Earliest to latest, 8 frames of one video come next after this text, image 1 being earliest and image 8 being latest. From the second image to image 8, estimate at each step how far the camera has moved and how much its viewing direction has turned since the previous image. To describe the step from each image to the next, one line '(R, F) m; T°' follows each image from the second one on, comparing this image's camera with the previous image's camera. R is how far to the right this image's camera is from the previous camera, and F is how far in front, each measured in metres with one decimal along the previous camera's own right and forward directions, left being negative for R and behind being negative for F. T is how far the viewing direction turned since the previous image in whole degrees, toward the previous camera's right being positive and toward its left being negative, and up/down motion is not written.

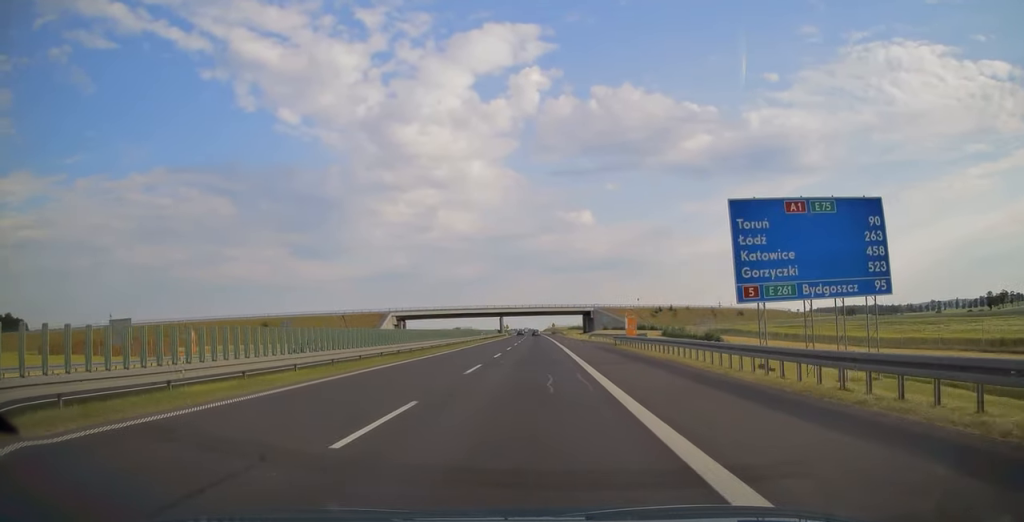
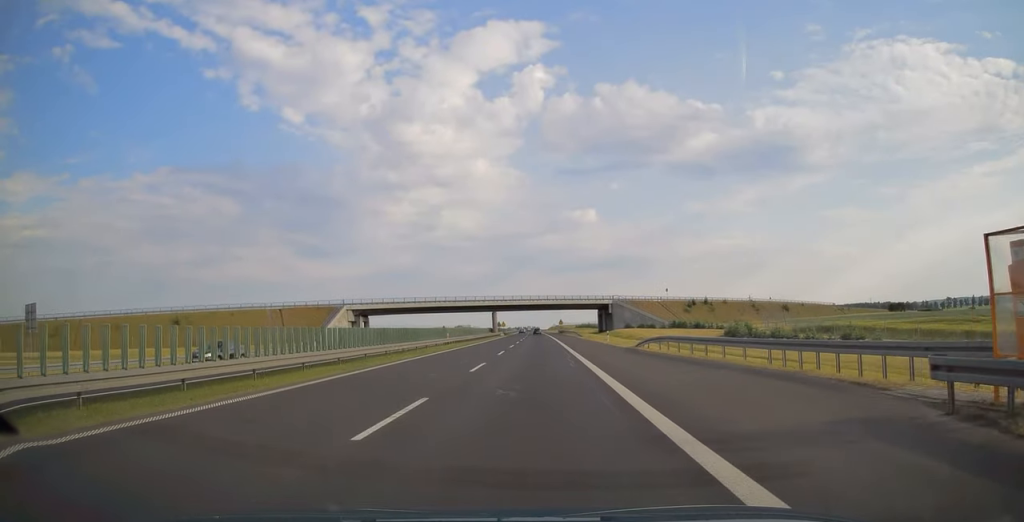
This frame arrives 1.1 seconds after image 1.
(-0.2, +35.5) m; -1°
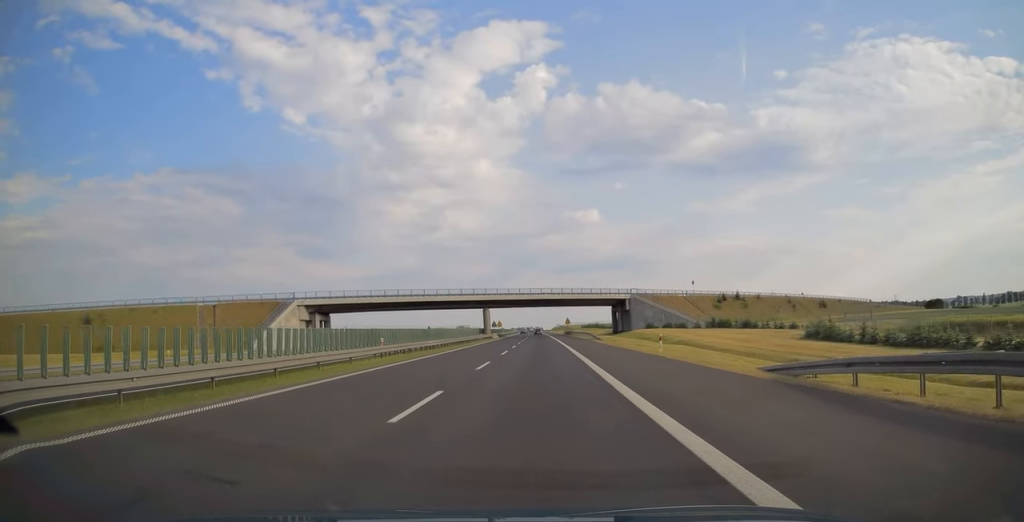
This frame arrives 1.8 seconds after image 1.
(0.0, +22.7) m; 0°
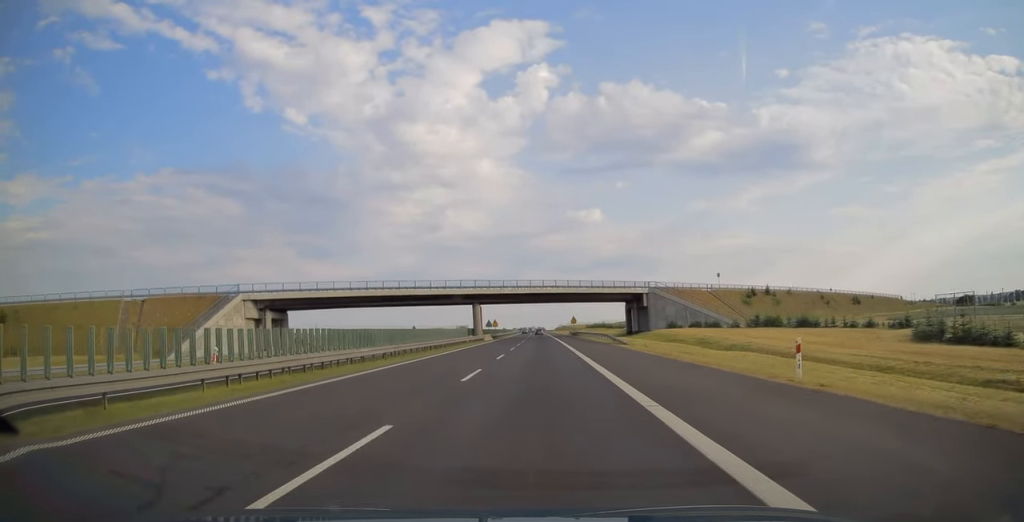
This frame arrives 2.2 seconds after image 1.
(-0.1, +16.6) m; 0°
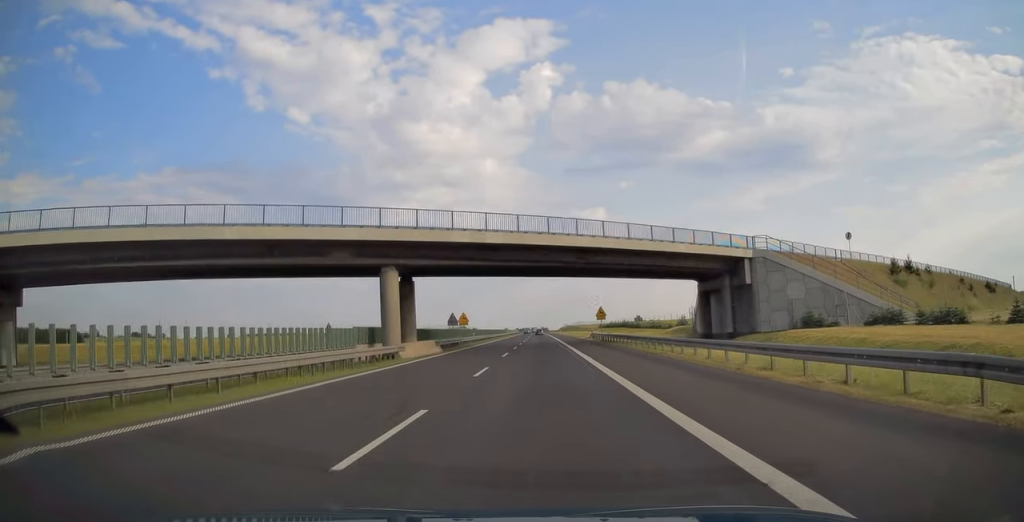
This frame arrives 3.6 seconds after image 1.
(-0.3, +46.0) m; 0°
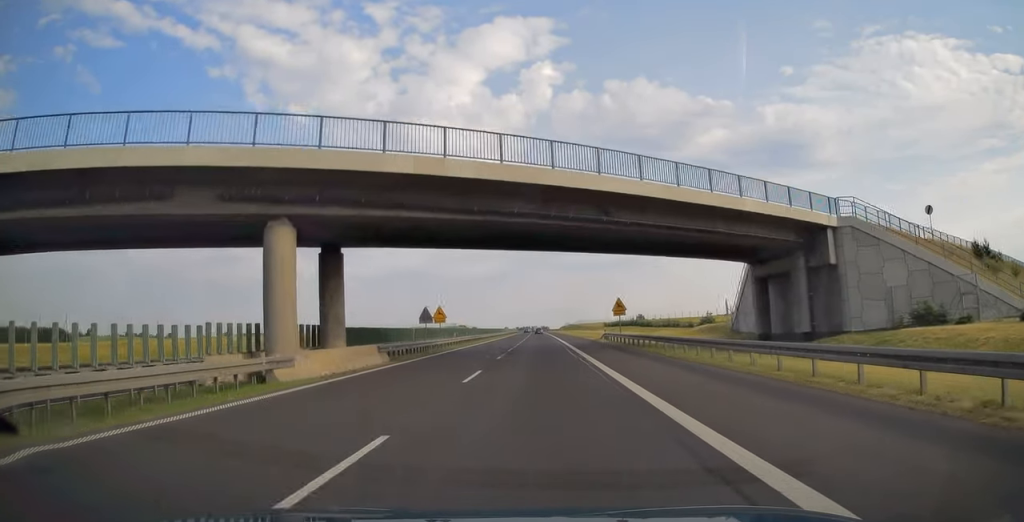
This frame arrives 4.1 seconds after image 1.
(0.0, +14.4) m; 0°
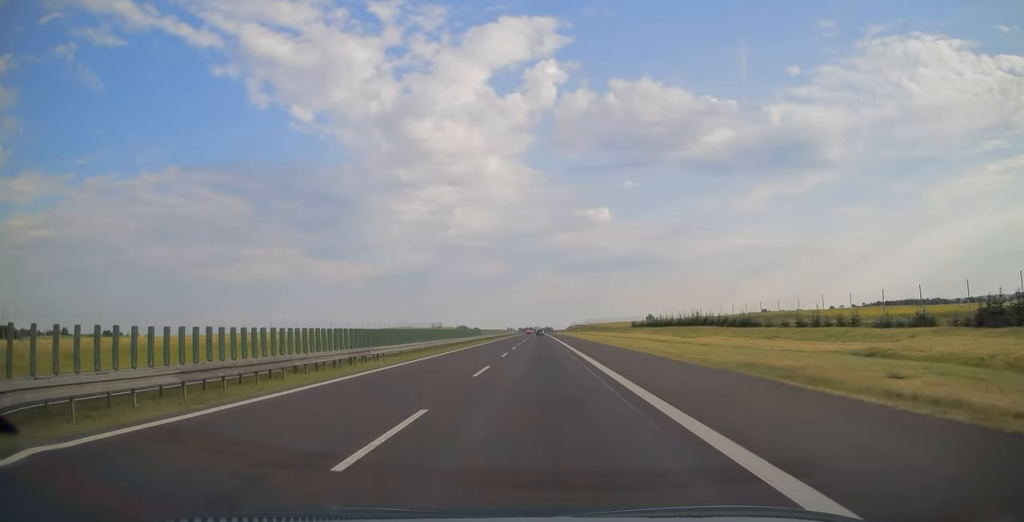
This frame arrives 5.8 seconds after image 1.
(-0.2, +57.7) m; 0°
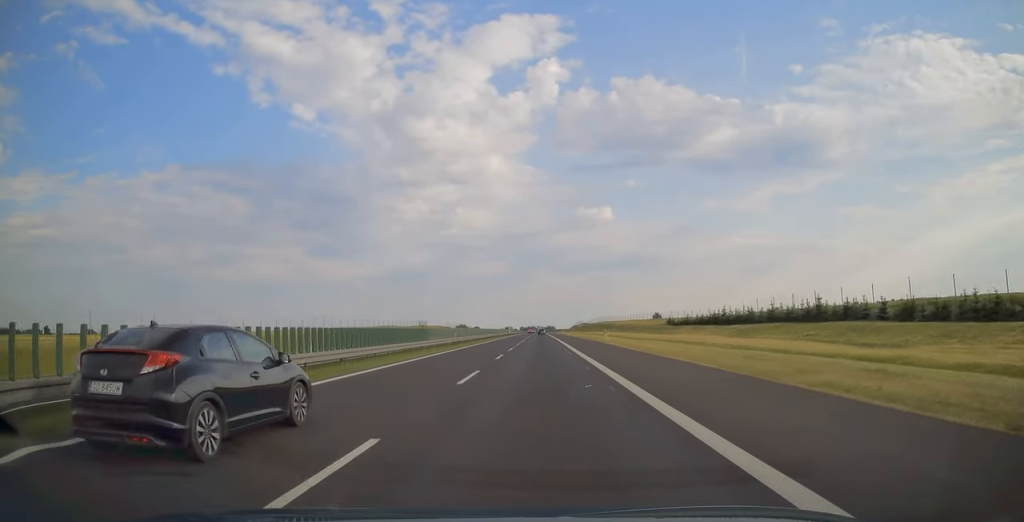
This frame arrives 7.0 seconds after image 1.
(0.0, +38.8) m; 0°
